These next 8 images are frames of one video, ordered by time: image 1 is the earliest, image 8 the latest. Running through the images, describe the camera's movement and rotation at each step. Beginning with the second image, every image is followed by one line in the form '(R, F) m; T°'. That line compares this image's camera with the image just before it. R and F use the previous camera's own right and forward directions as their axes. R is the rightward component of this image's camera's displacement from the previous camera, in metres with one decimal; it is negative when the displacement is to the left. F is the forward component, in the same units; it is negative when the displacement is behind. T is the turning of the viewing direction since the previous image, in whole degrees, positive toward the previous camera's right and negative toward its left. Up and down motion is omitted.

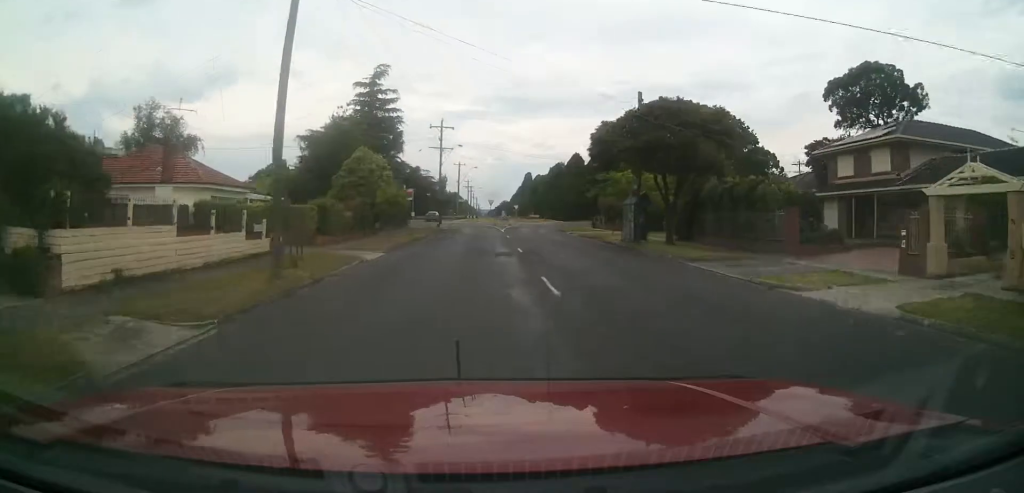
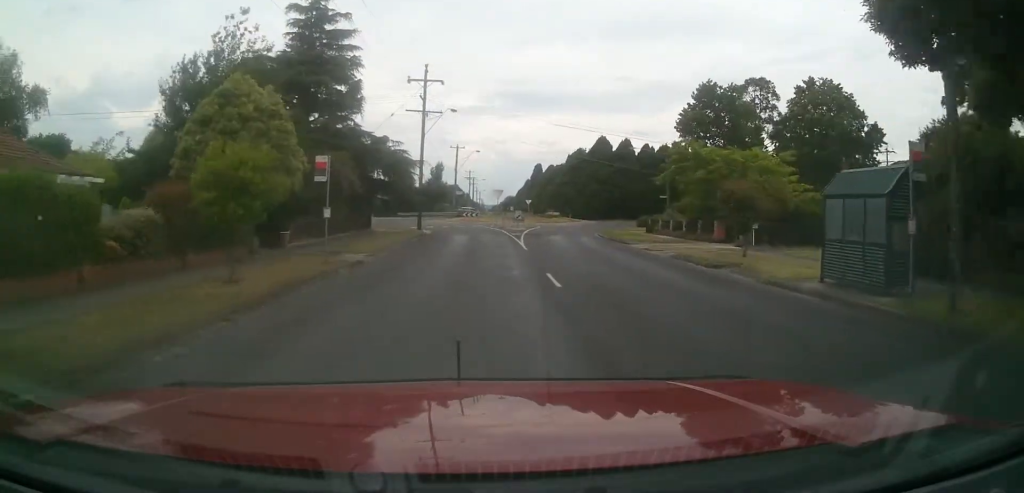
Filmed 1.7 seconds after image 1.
(+0.2, +24.8) m; 0°
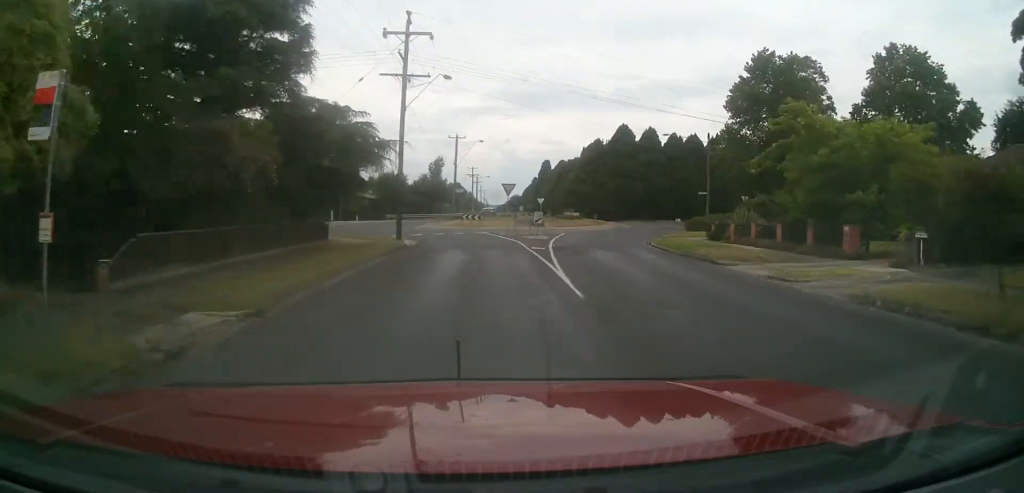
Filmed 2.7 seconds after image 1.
(-0.1, +14.4) m; -1°
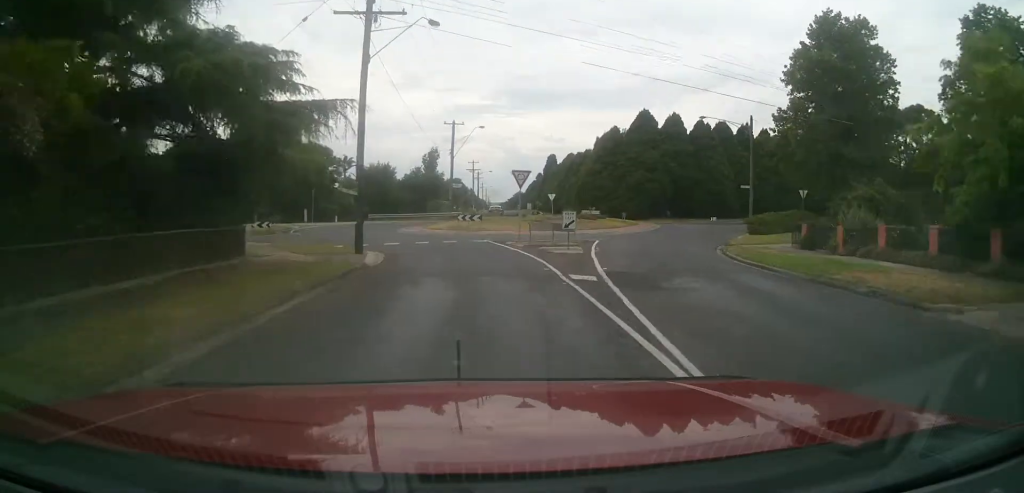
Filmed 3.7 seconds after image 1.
(-0.2, +12.5) m; 0°
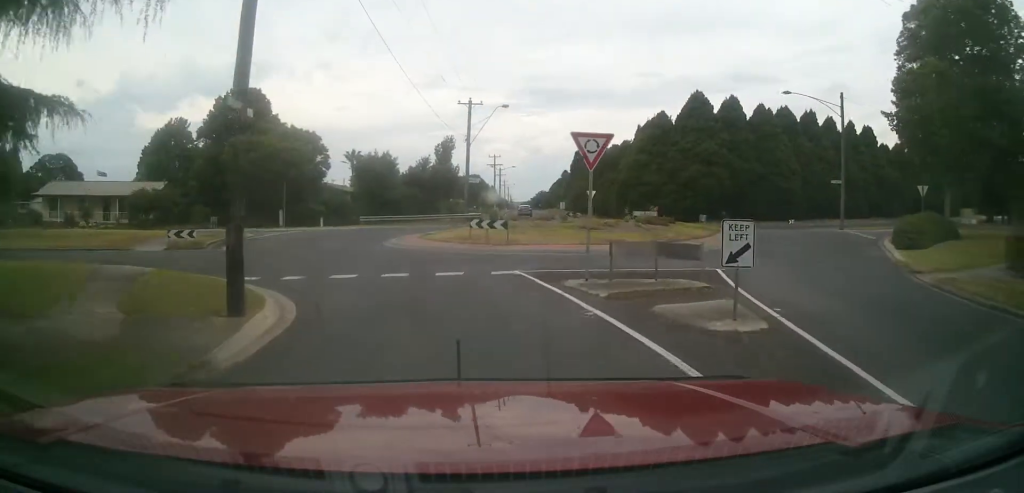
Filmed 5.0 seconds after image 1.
(+0.2, +15.3) m; 0°
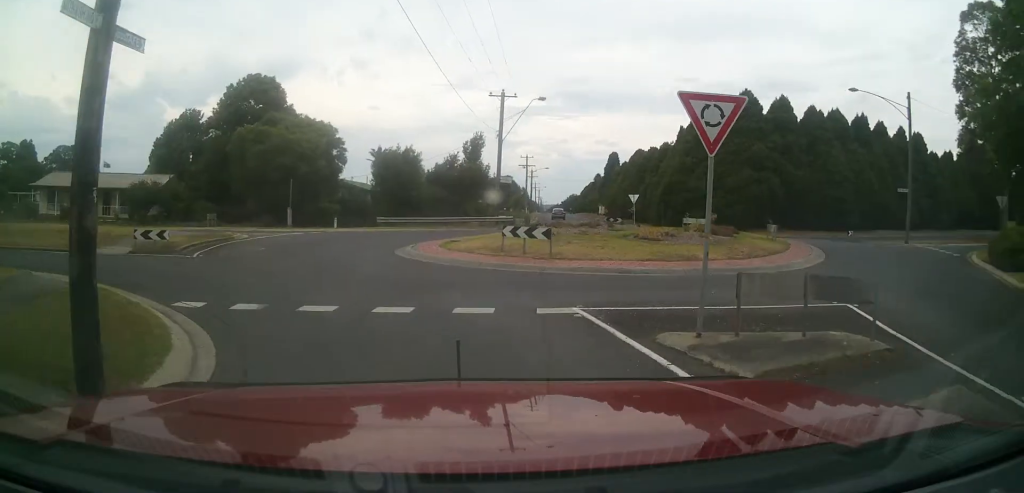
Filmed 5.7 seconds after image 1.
(-0.1, +6.3) m; -2°
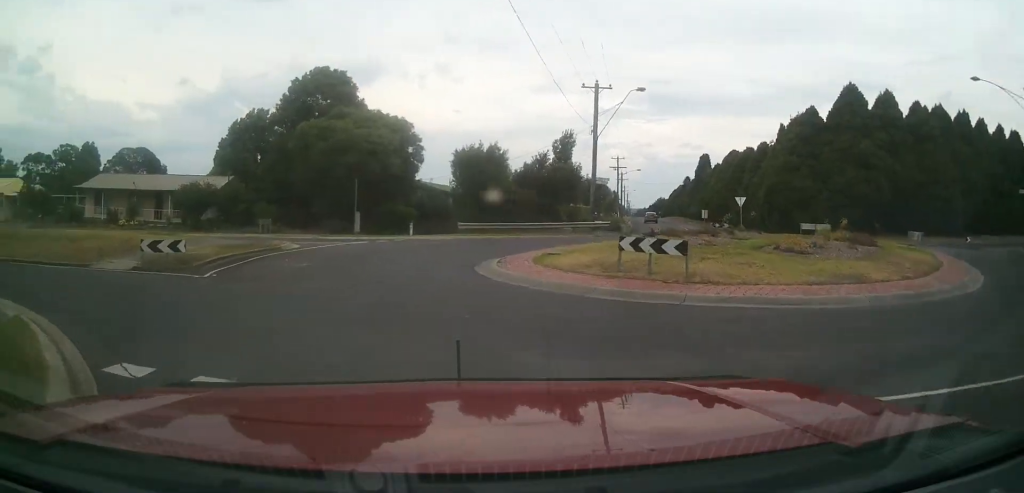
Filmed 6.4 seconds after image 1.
(-0.2, +6.6) m; -4°
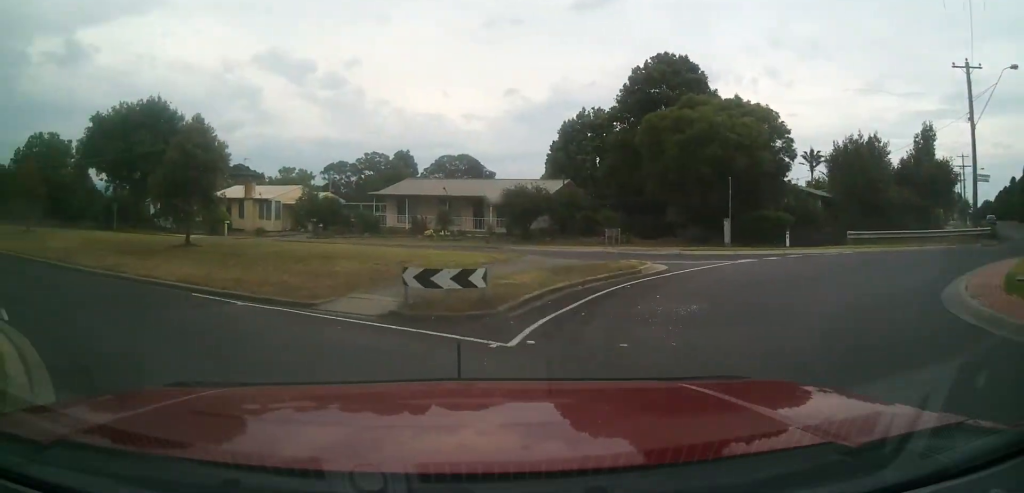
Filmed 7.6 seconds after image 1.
(-0.7, +8.6) m; -14°
